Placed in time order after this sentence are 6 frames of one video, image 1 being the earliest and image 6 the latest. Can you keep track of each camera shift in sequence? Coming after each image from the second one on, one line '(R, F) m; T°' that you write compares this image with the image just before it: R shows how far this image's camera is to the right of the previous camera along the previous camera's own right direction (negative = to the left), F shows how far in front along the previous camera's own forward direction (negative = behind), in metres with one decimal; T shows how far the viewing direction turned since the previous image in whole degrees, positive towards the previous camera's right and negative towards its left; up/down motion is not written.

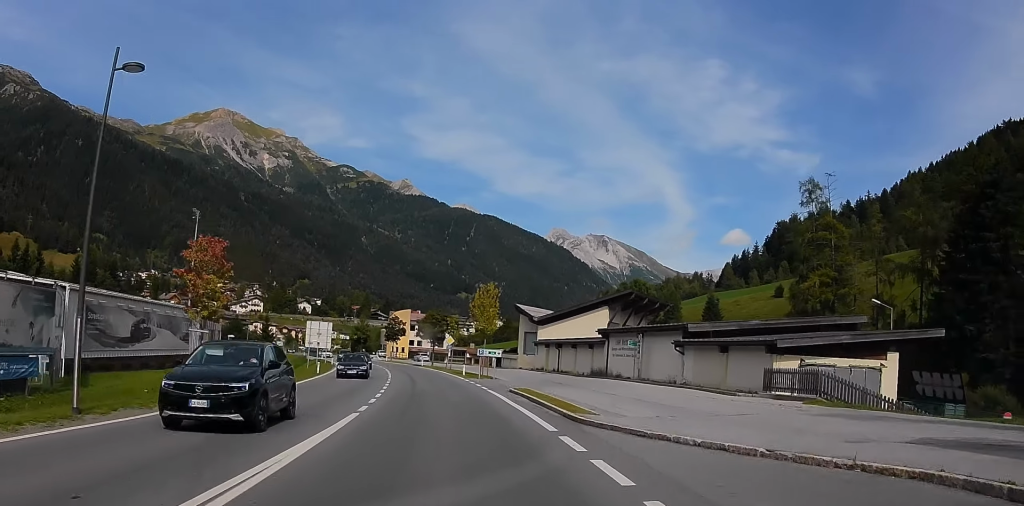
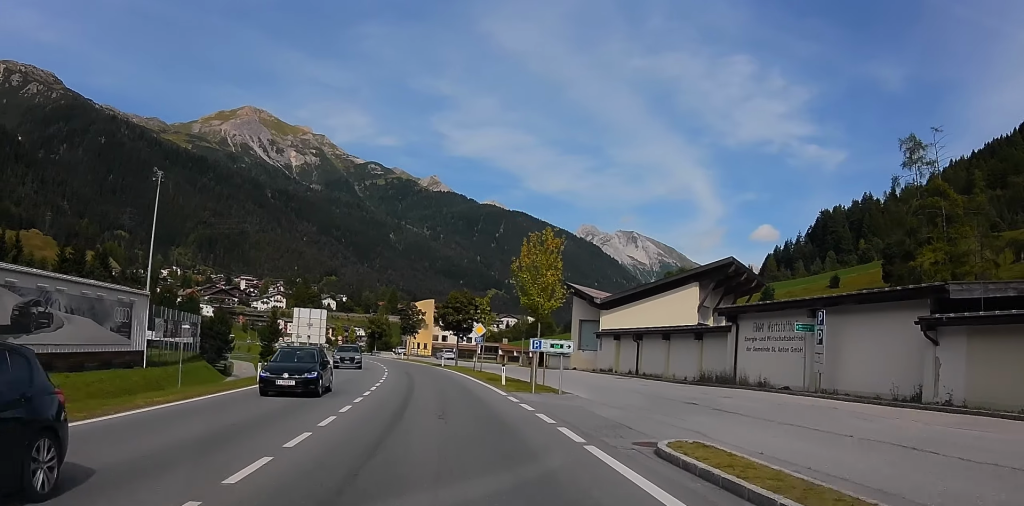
(-0.6, +20.1) m; -4°
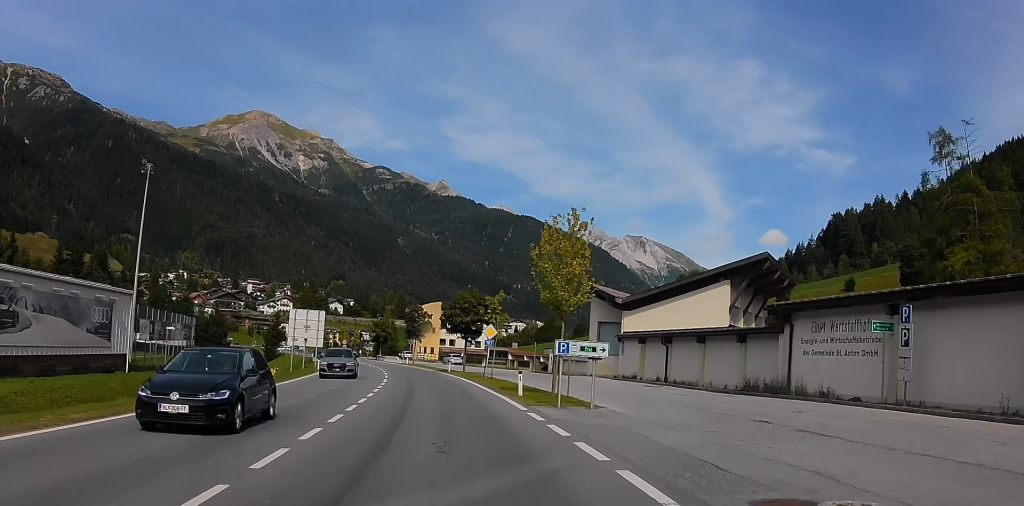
(-0.1, +4.6) m; -1°
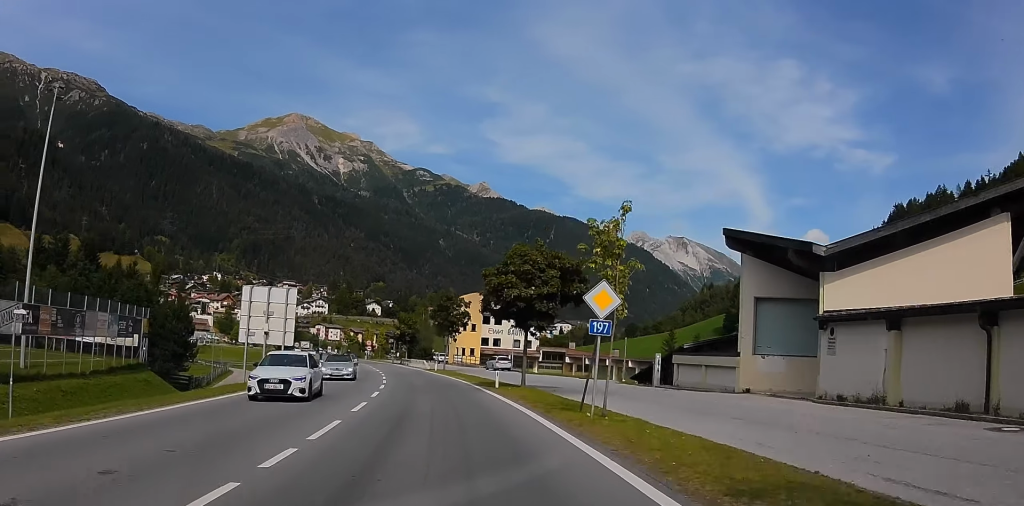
(+0.4, +23.6) m; -2°
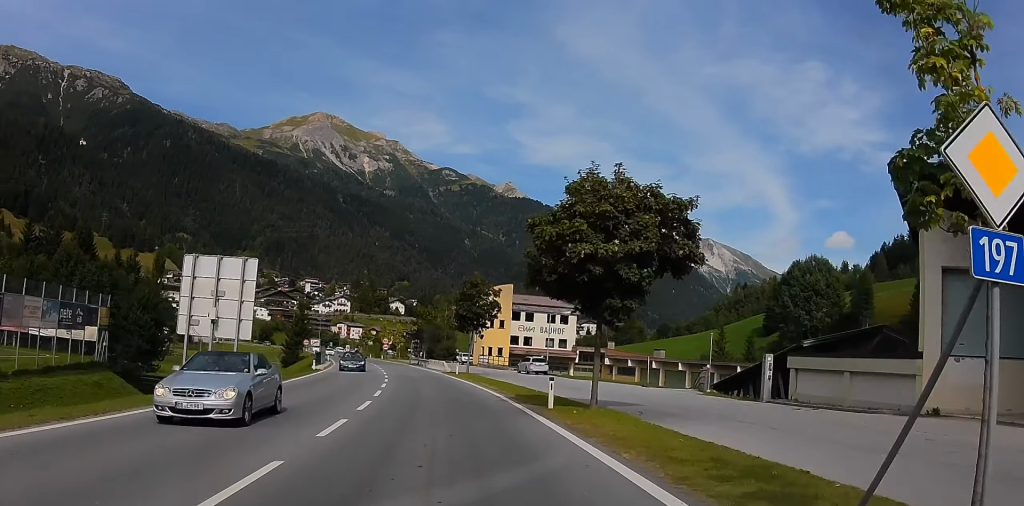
(-0.9, +12.2) m; -7°
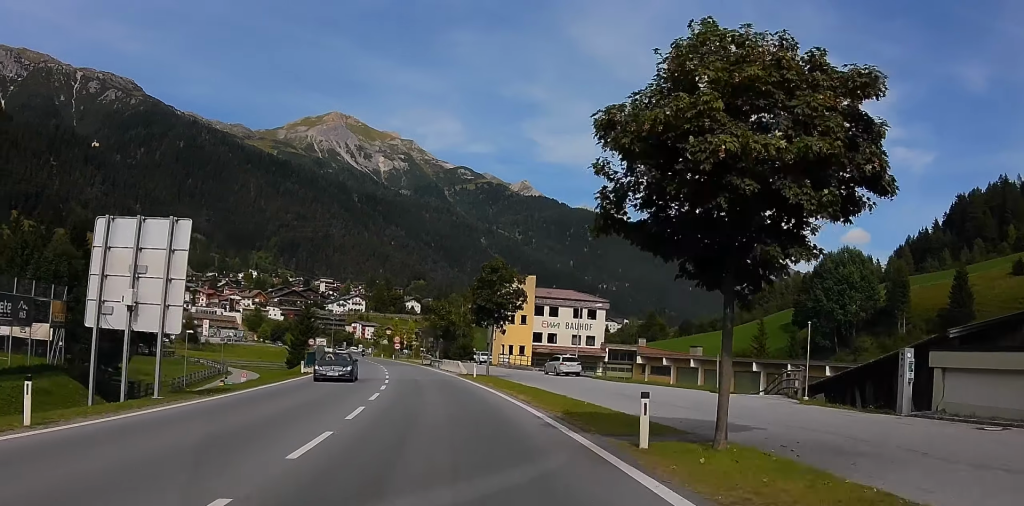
(-0.6, +8.9) m; +3°
